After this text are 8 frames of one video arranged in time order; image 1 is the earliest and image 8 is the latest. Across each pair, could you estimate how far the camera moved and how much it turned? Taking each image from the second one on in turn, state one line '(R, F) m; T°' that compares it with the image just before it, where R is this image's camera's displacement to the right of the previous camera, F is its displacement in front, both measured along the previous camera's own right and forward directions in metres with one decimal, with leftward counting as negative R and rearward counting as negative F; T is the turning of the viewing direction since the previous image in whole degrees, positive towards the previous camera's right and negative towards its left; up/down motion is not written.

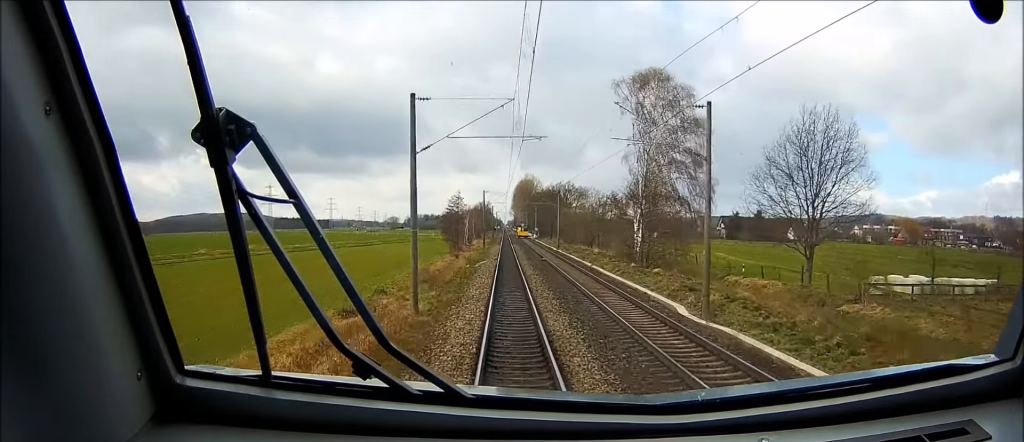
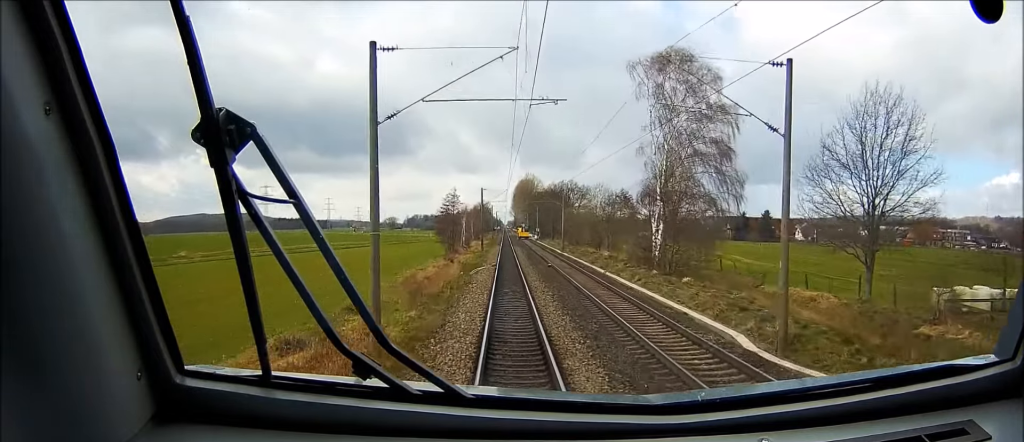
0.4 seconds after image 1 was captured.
(0.0, +7.8) m; +1°
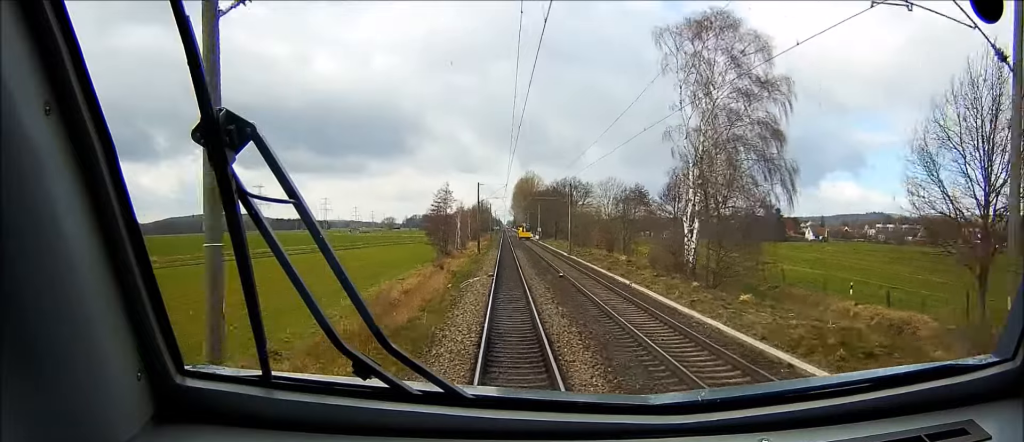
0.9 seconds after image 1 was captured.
(+0.1, +9.9) m; +1°
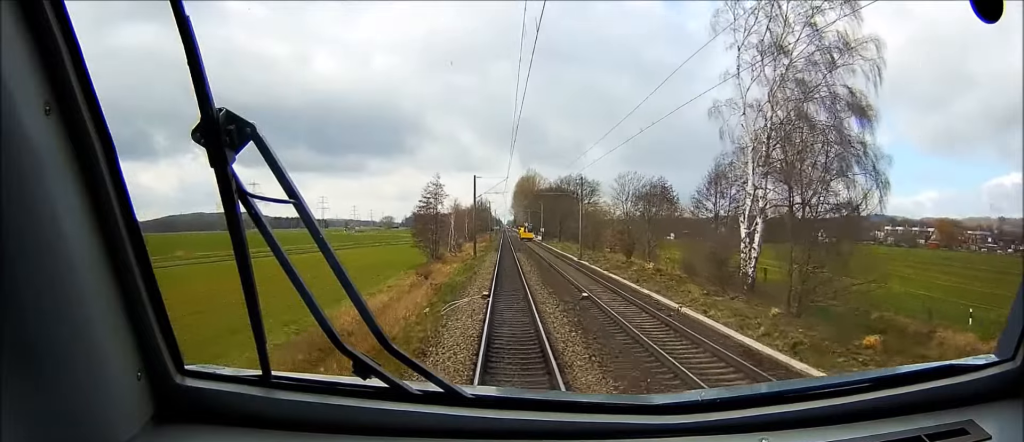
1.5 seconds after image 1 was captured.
(0.0, +11.3) m; +1°
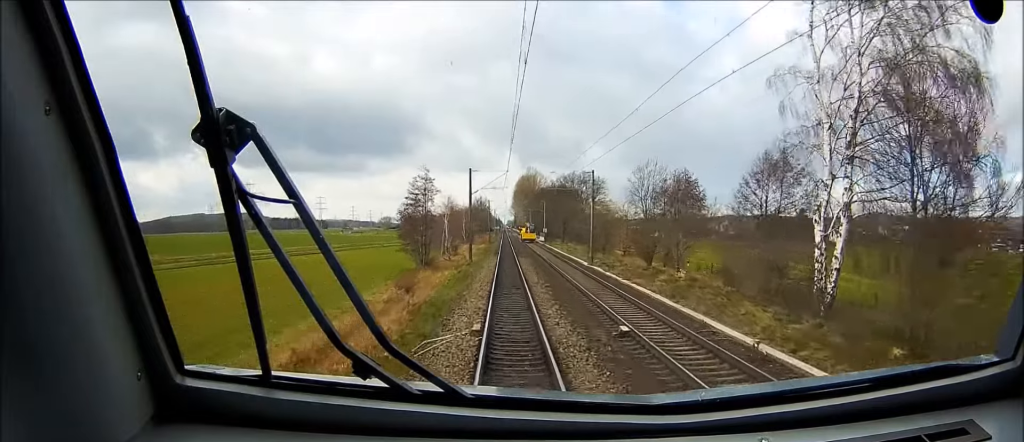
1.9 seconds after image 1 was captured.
(+0.1, +9.4) m; +1°
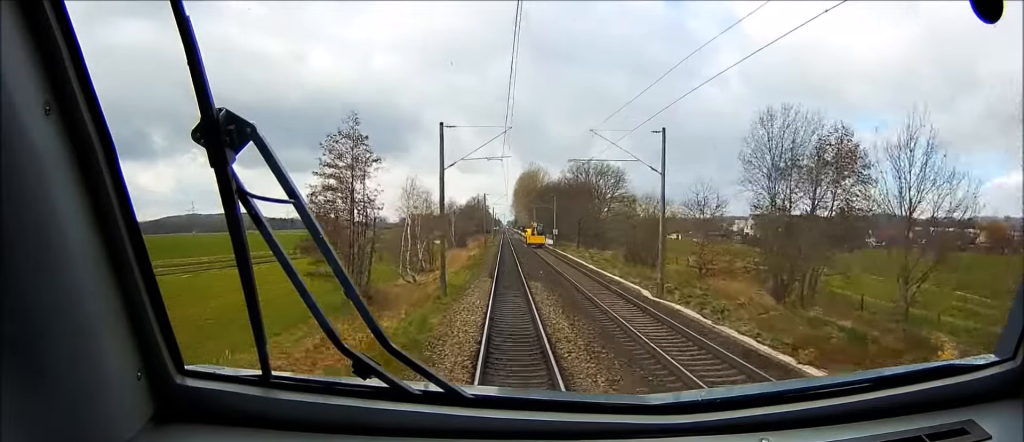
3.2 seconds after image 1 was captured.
(+0.4, +26.6) m; +1°
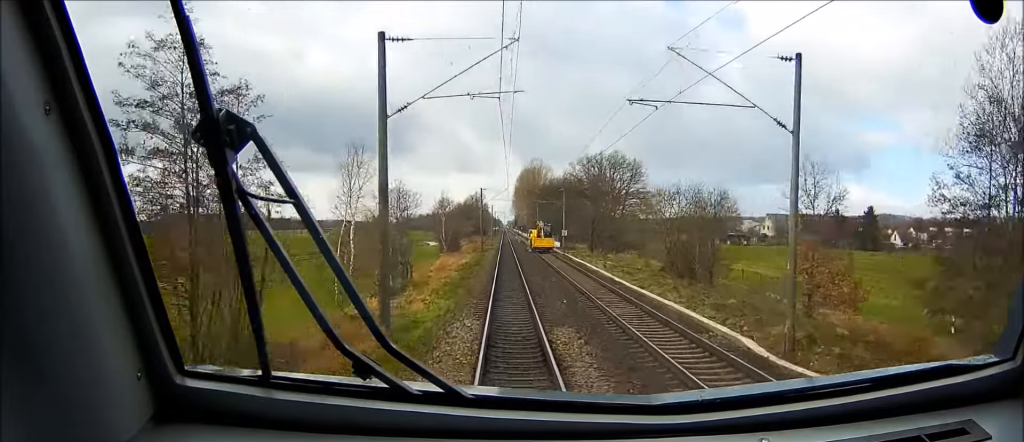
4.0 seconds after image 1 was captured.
(0.0, +15.8) m; 0°
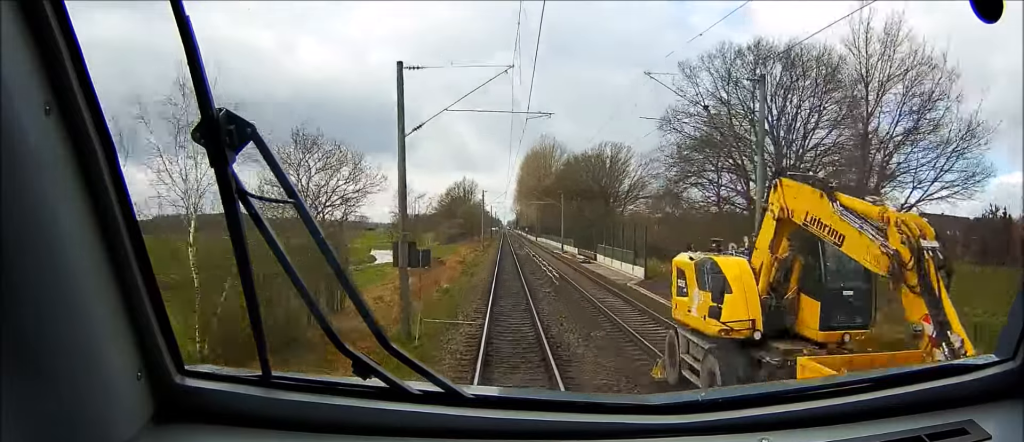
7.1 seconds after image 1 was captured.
(+0.9, +65.5) m; +2°
